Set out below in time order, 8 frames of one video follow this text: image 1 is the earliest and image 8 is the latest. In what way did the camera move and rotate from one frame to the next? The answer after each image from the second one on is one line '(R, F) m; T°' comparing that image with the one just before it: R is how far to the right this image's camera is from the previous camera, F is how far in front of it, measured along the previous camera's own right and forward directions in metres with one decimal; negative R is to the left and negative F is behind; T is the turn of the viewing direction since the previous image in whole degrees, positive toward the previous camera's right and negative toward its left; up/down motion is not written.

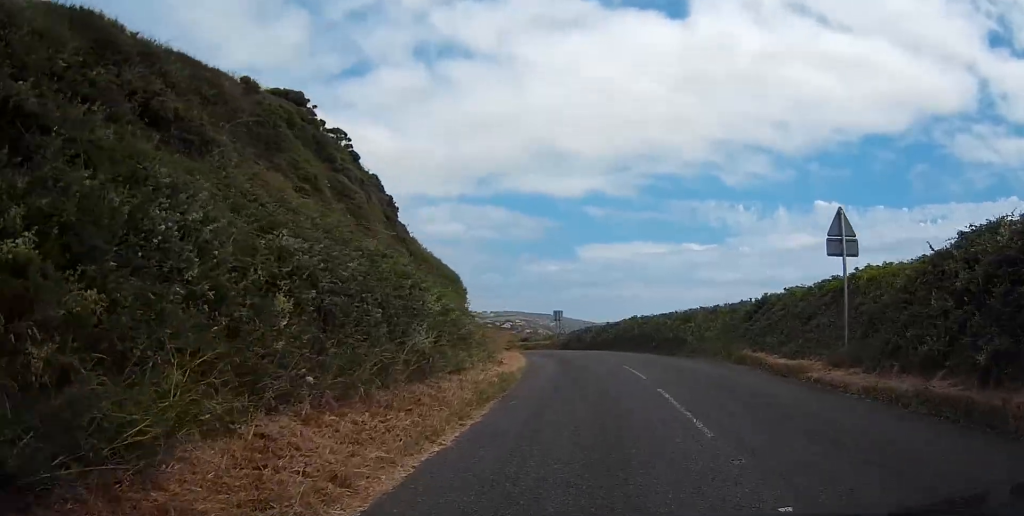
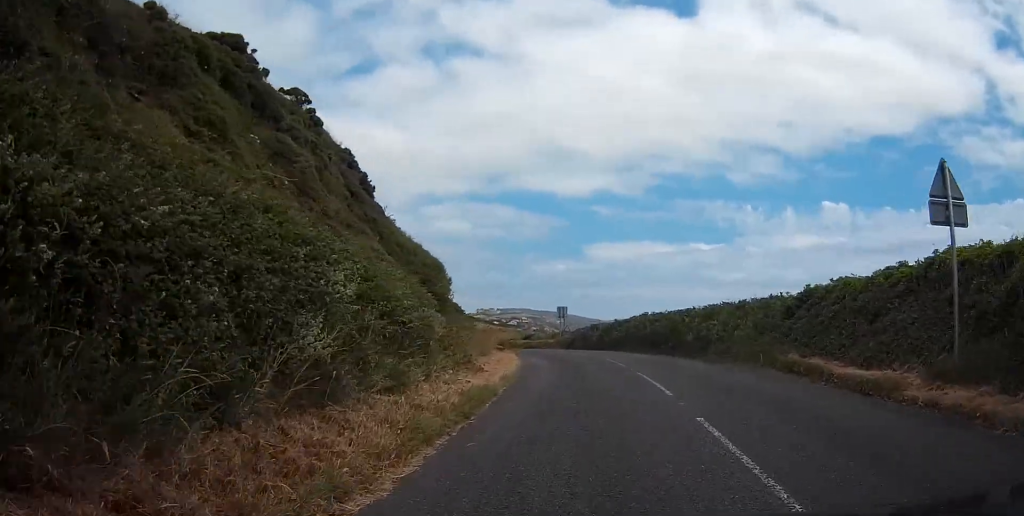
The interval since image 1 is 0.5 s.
(+0.2, +4.7) m; 0°
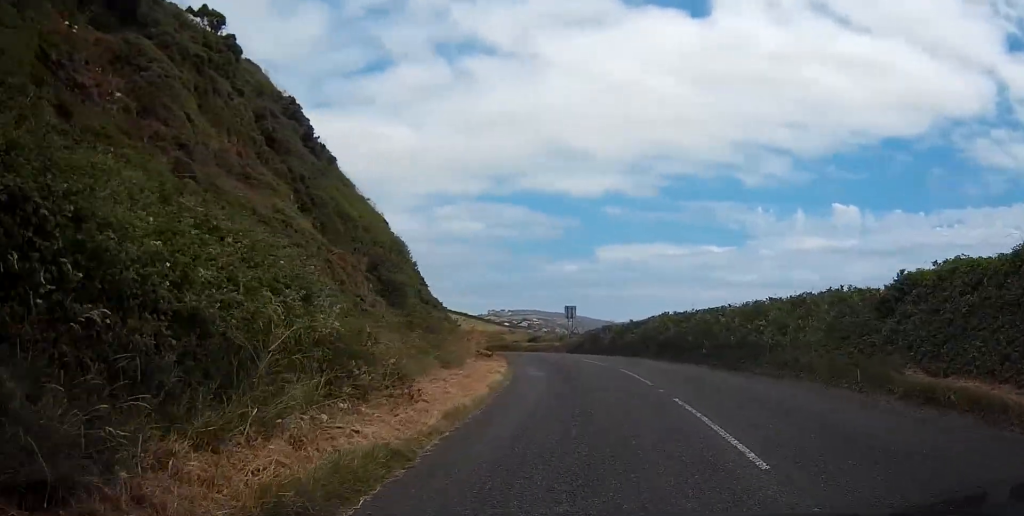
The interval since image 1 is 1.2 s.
(+0.3, +6.7) m; 0°
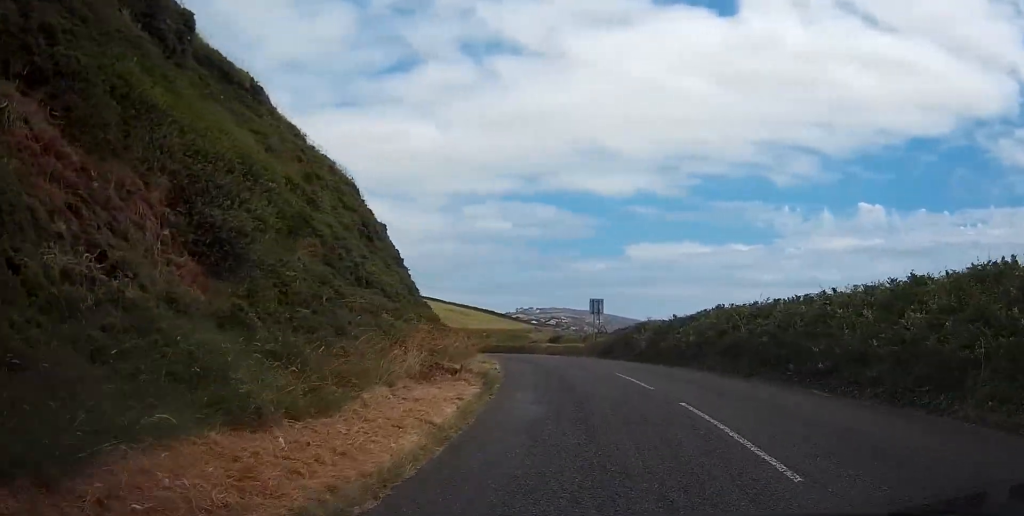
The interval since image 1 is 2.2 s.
(-0.5, +10.1) m; -5°
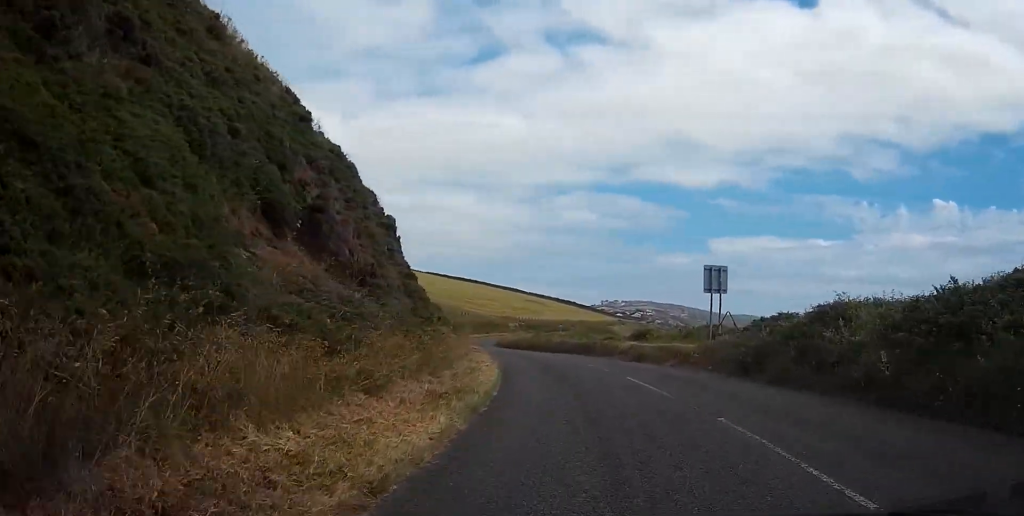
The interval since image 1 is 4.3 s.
(-1.2, +20.6) m; -6°
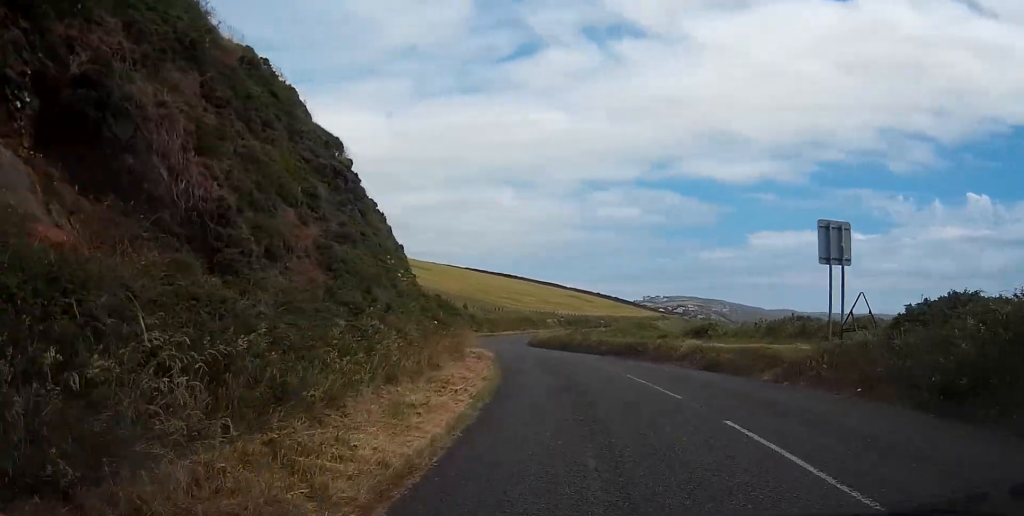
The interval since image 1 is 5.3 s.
(-0.2, +9.6) m; -5°
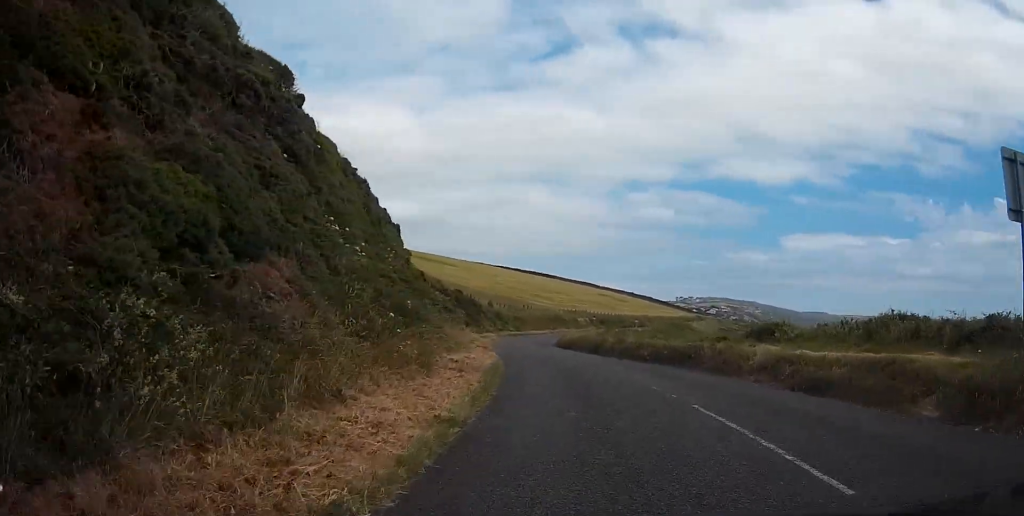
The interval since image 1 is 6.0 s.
(-0.3, +7.4) m; -4°
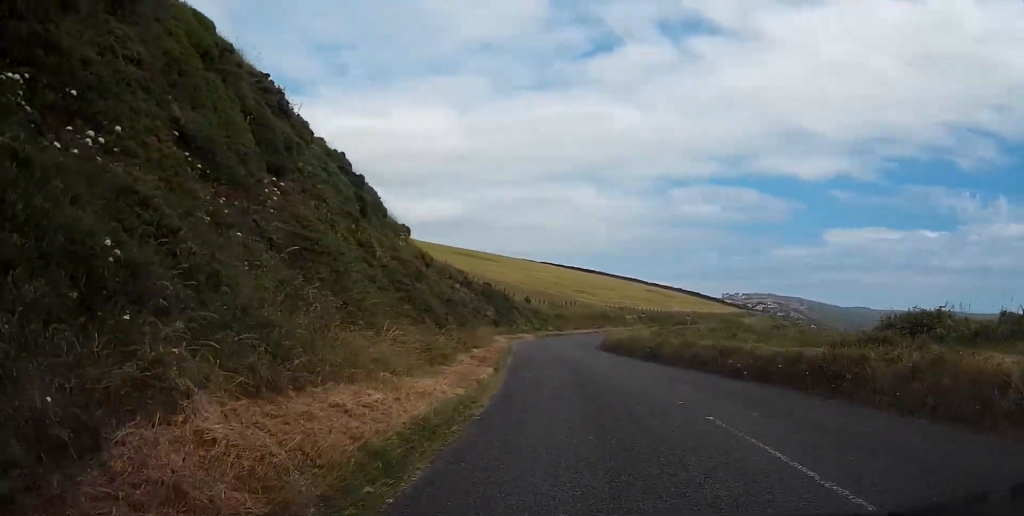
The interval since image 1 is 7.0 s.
(-0.4, +10.9) m; -2°
